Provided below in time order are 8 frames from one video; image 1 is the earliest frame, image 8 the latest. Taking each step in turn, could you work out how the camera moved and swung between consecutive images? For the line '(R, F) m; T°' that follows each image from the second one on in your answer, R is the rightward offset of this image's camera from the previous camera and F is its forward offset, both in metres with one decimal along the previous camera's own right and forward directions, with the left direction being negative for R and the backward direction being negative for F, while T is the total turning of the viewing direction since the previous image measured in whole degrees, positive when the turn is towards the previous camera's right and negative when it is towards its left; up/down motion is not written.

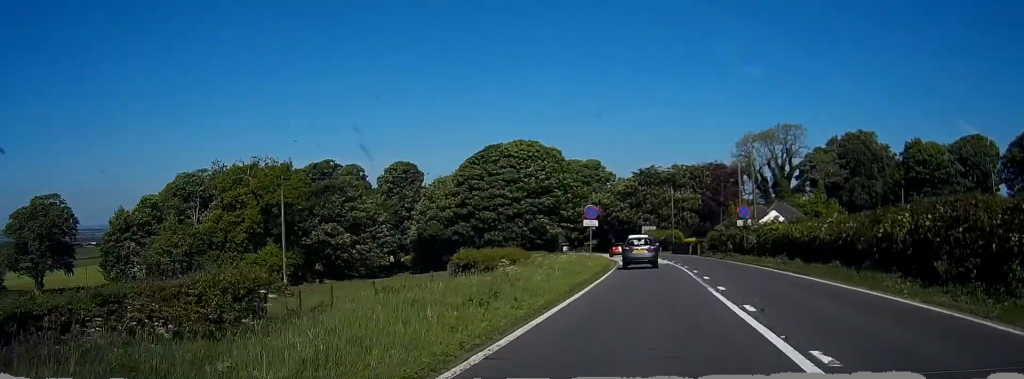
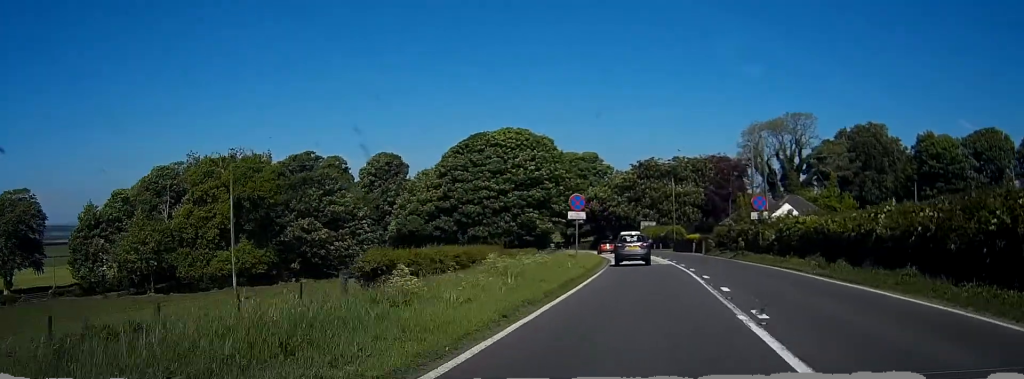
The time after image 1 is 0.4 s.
(-0.1, +7.8) m; 0°
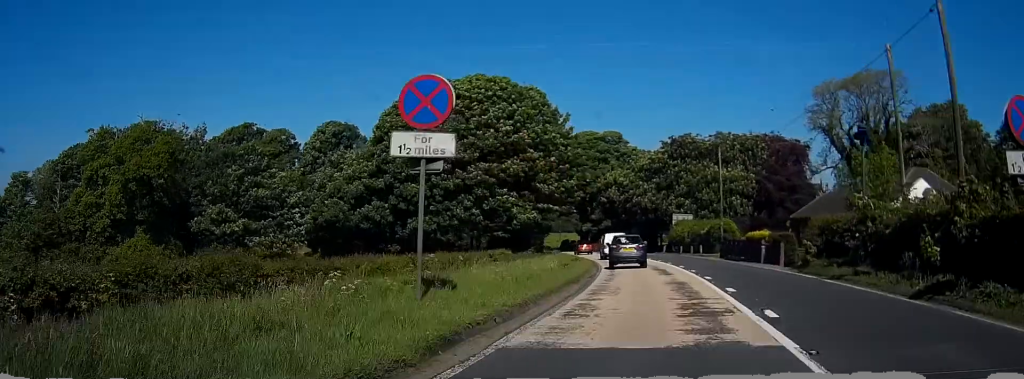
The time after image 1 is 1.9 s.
(-0.1, +29.7) m; -1°
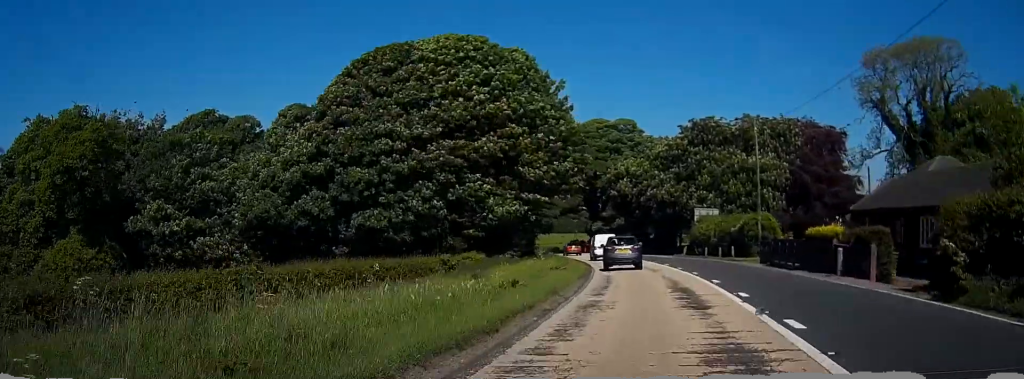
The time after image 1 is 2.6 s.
(+0.1, +13.4) m; -1°
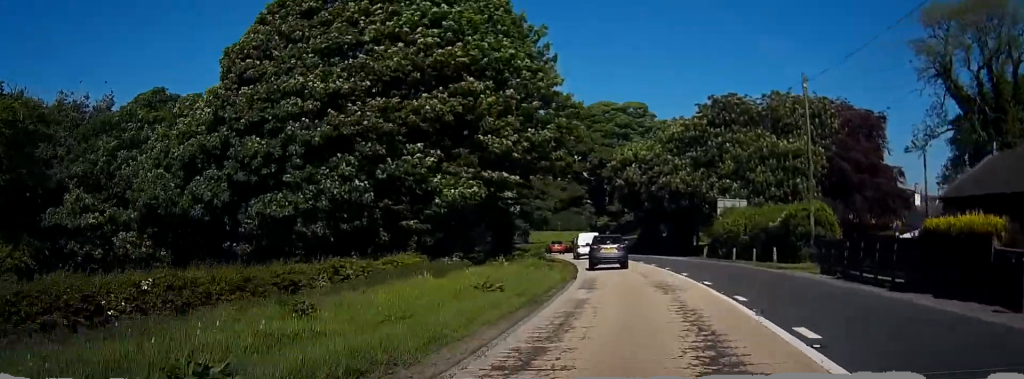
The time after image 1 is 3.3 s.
(-0.4, +12.8) m; -2°
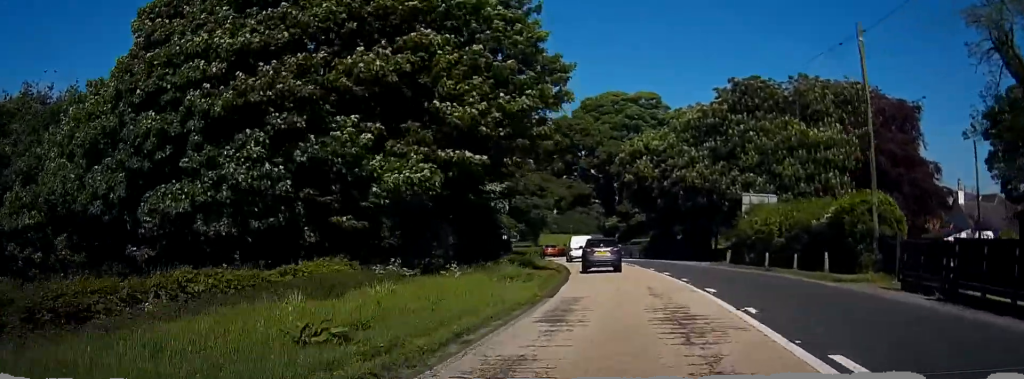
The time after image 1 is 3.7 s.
(-0.1, +8.3) m; -1°
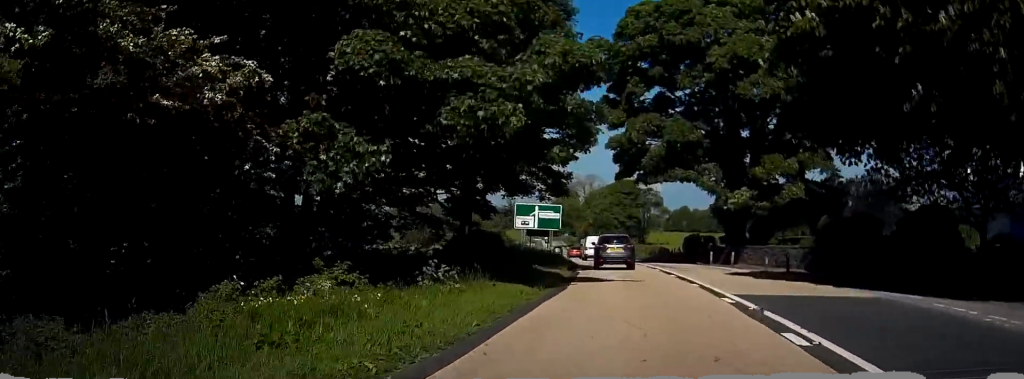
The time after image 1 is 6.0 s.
(-2.3, +44.2) m; -7°
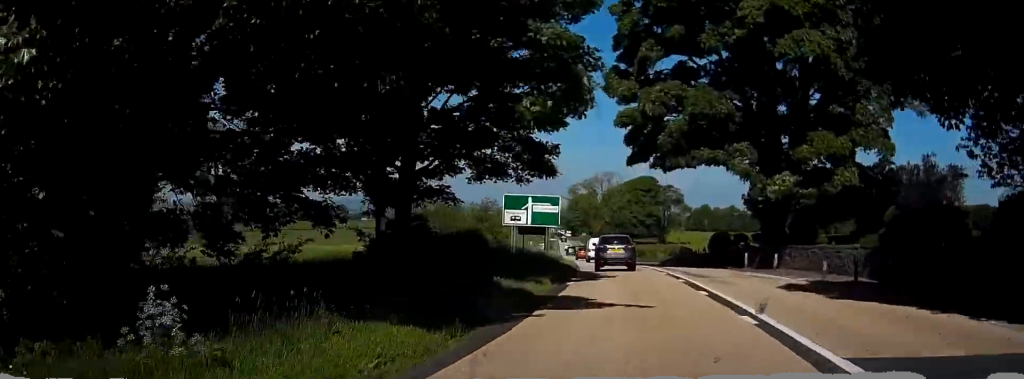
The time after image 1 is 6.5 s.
(-0.1, +9.0) m; -2°
